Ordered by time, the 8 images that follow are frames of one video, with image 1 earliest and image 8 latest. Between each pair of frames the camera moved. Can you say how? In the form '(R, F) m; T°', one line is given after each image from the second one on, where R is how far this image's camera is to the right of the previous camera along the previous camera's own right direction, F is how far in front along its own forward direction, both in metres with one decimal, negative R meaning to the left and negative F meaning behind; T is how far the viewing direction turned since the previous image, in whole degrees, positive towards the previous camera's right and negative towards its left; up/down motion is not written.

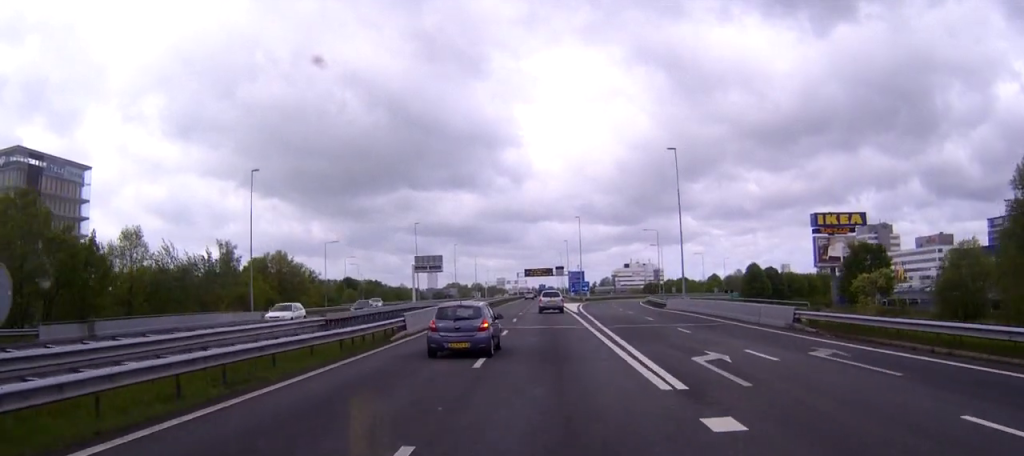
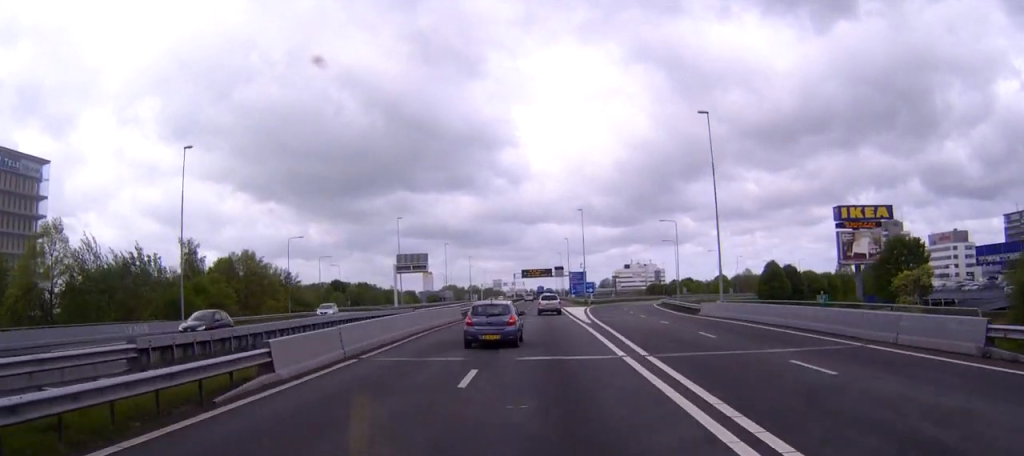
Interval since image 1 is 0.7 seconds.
(+0.1, +15.4) m; 0°
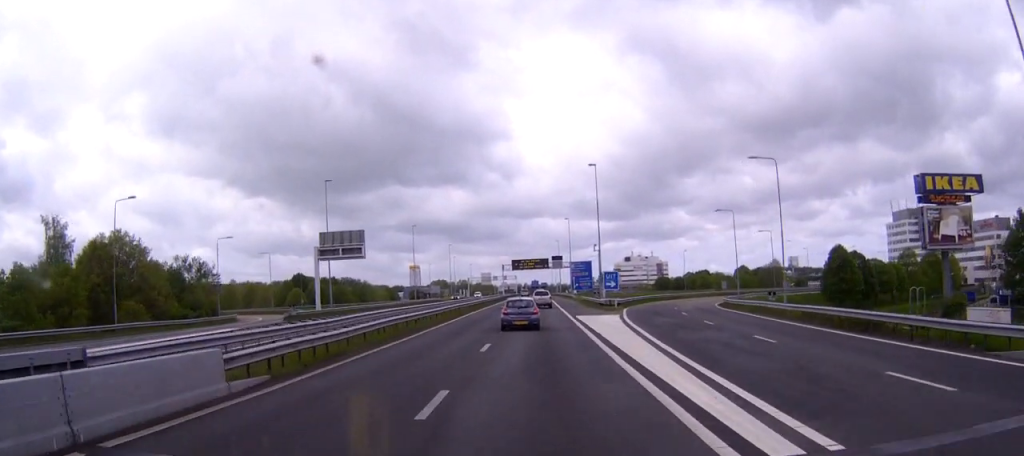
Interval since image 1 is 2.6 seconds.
(+0.5, +40.2) m; +1°
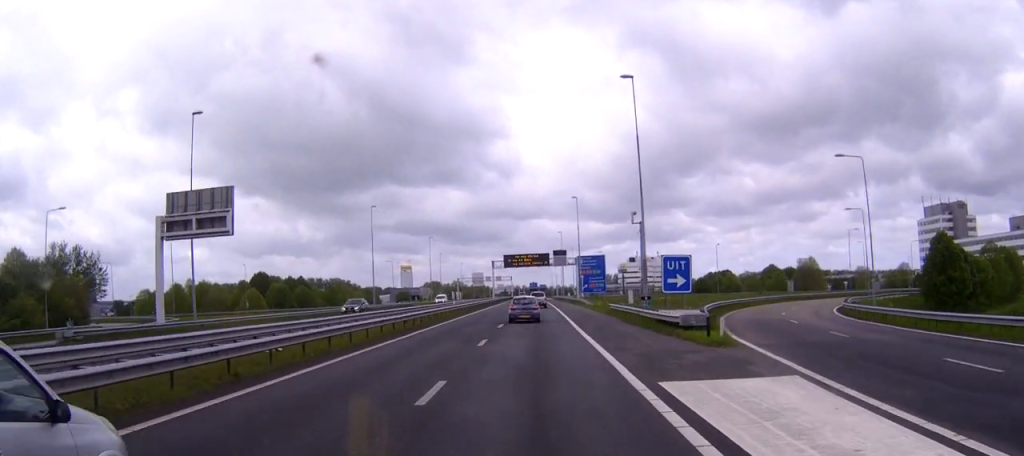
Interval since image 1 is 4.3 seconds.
(+0.1, +36.8) m; 0°
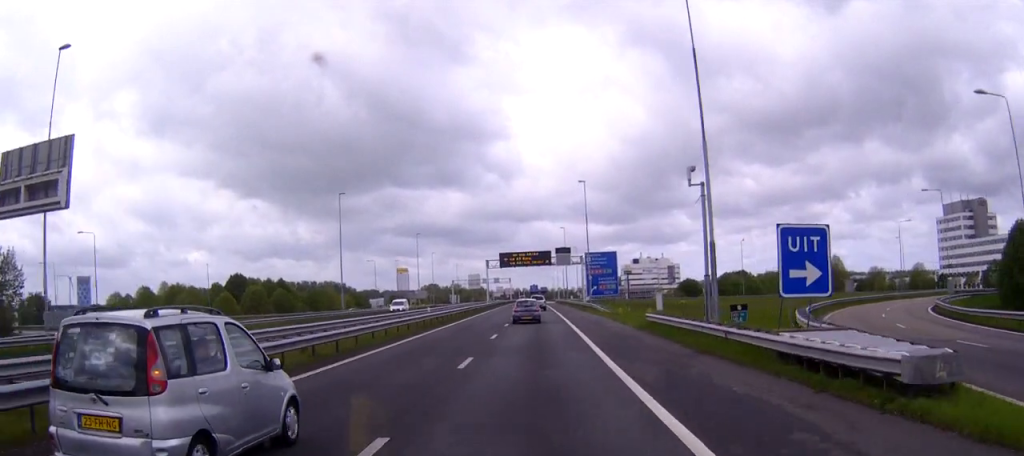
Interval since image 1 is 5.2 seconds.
(0.0, +20.2) m; 0°
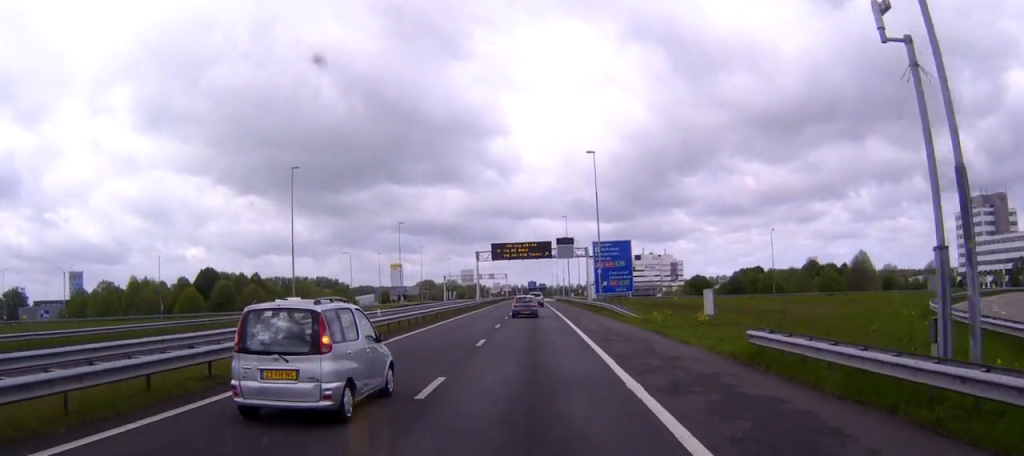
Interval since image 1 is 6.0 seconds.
(0.0, +21.7) m; 0°
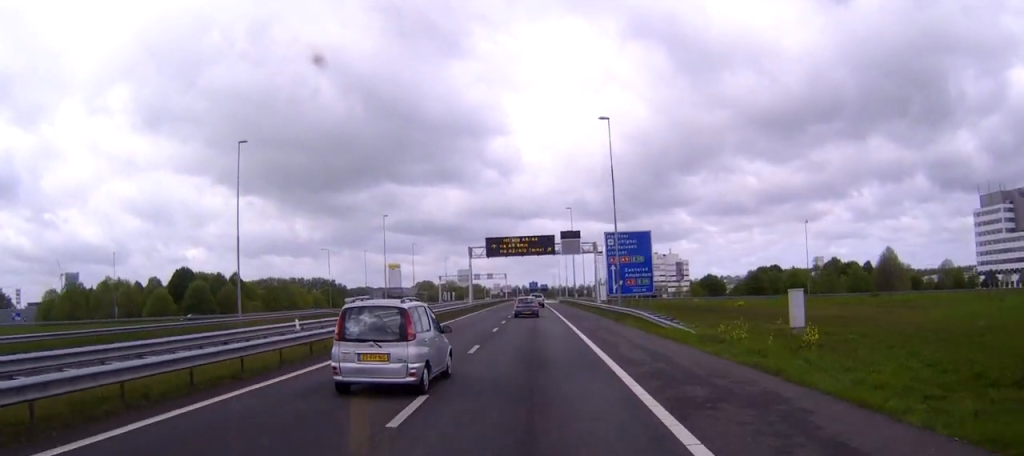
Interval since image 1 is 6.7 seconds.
(0.0, +16.8) m; 0°
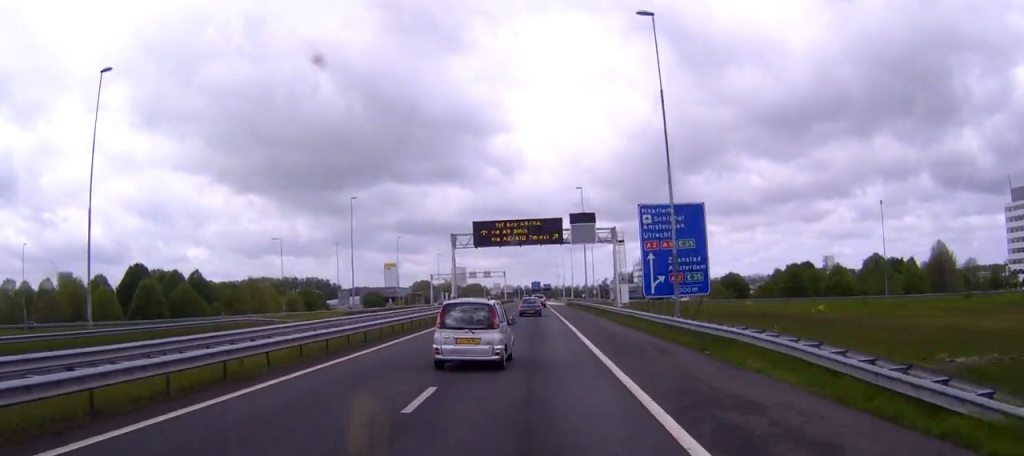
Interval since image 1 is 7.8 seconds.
(-0.1, +24.8) m; 0°
